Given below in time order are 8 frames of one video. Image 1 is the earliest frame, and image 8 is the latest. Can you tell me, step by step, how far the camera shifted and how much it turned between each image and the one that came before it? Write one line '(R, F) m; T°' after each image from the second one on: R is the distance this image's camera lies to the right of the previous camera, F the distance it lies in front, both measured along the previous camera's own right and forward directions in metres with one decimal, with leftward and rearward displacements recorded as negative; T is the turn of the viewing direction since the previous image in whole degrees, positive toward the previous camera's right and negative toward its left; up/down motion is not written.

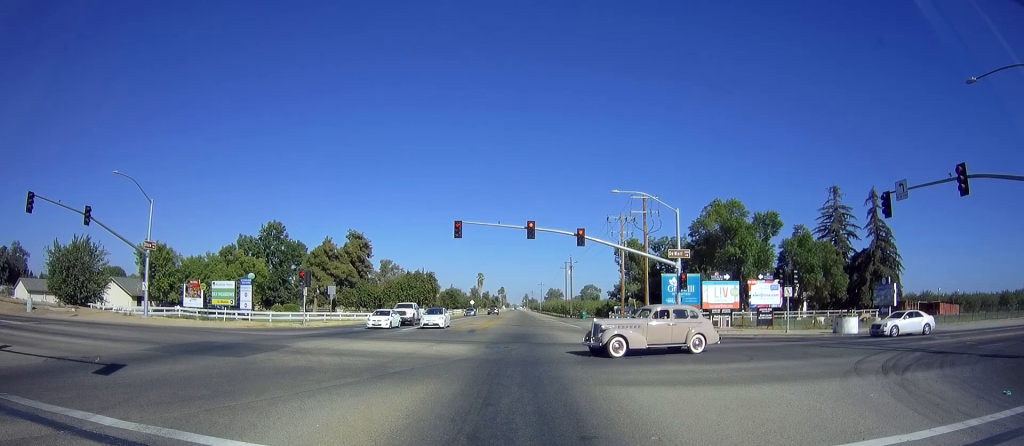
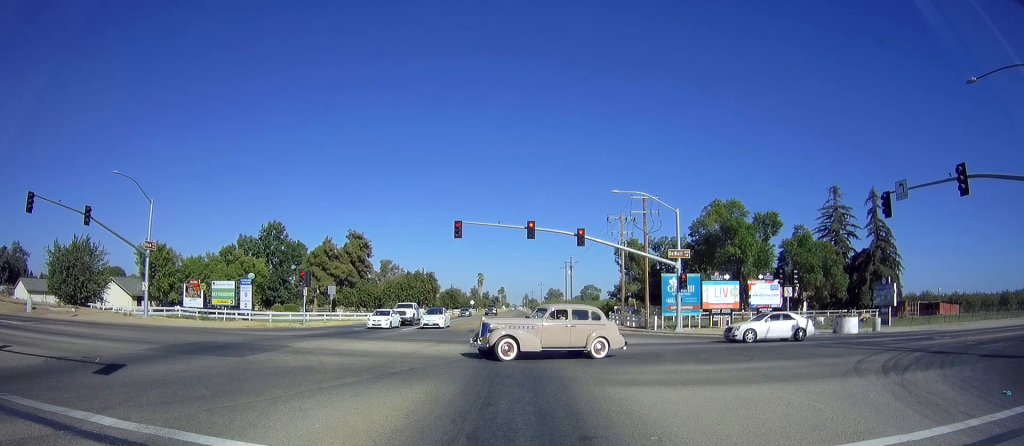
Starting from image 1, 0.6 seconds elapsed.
(0.0, 0.0) m; 0°
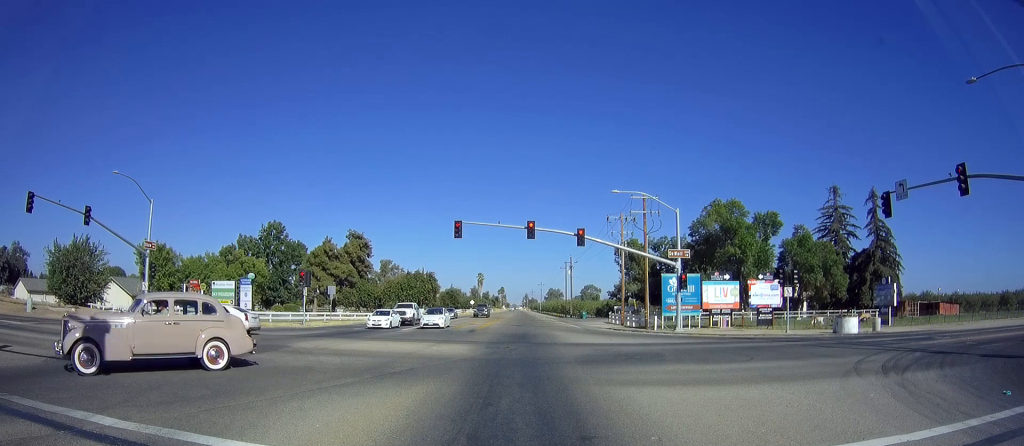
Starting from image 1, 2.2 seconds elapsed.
(+0.1, +0.2) m; 0°
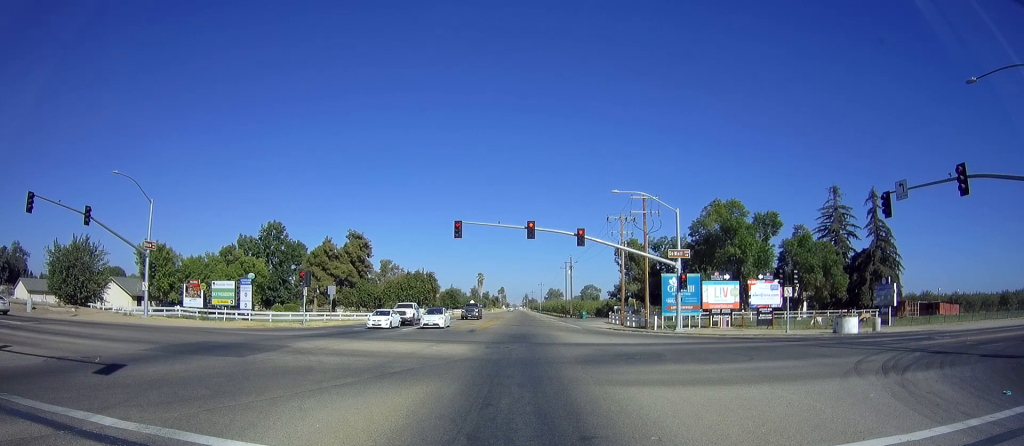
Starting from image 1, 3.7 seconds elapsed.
(0.0, 0.0) m; 0°
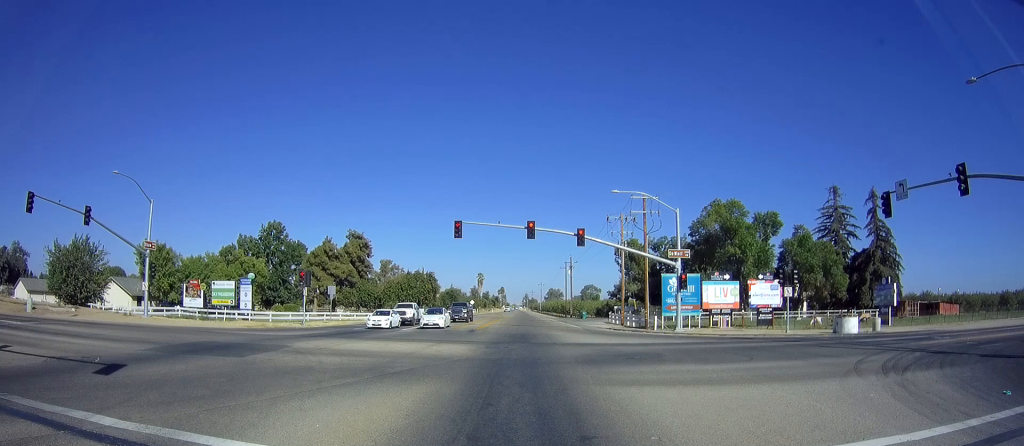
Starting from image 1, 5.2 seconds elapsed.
(+0.1, +0.2) m; 0°
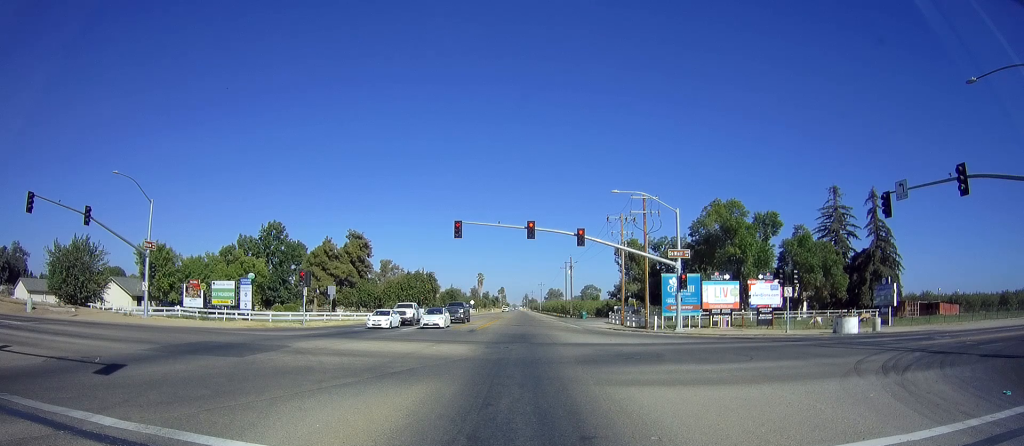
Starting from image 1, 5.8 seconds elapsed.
(0.0, 0.0) m; 0°
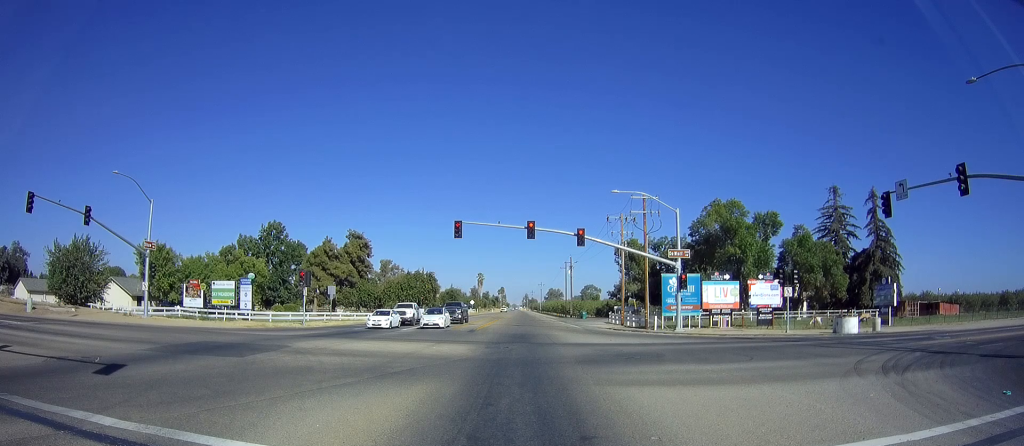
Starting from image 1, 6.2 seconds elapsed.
(0.0, 0.0) m; 0°
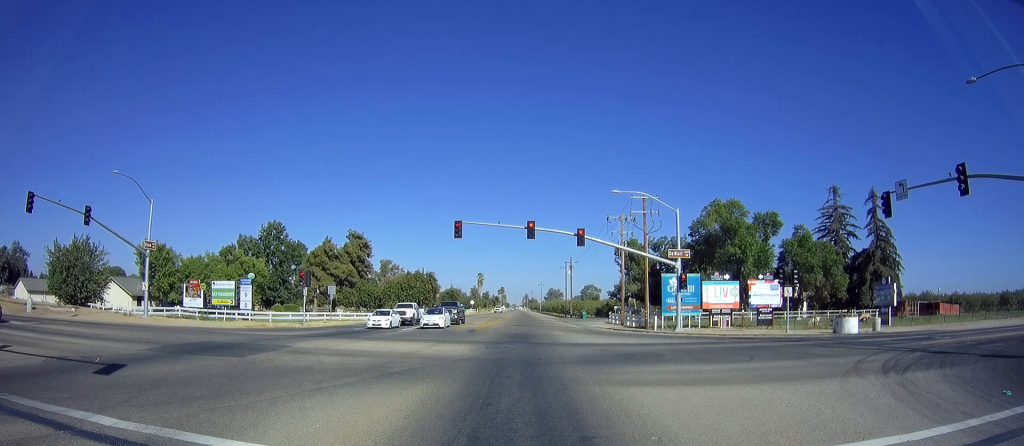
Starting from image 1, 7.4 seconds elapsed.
(+0.1, +0.2) m; 0°
